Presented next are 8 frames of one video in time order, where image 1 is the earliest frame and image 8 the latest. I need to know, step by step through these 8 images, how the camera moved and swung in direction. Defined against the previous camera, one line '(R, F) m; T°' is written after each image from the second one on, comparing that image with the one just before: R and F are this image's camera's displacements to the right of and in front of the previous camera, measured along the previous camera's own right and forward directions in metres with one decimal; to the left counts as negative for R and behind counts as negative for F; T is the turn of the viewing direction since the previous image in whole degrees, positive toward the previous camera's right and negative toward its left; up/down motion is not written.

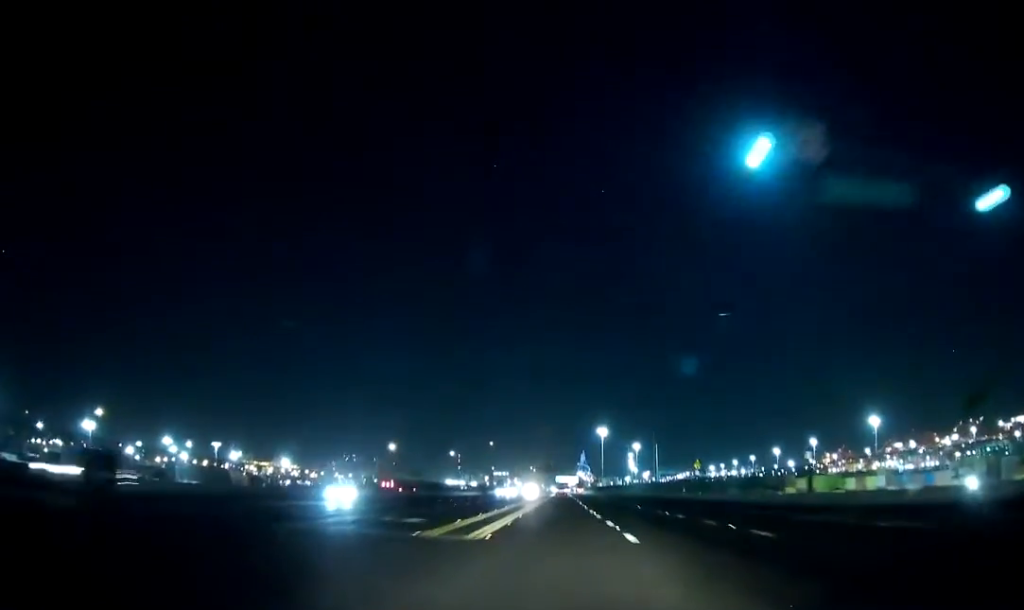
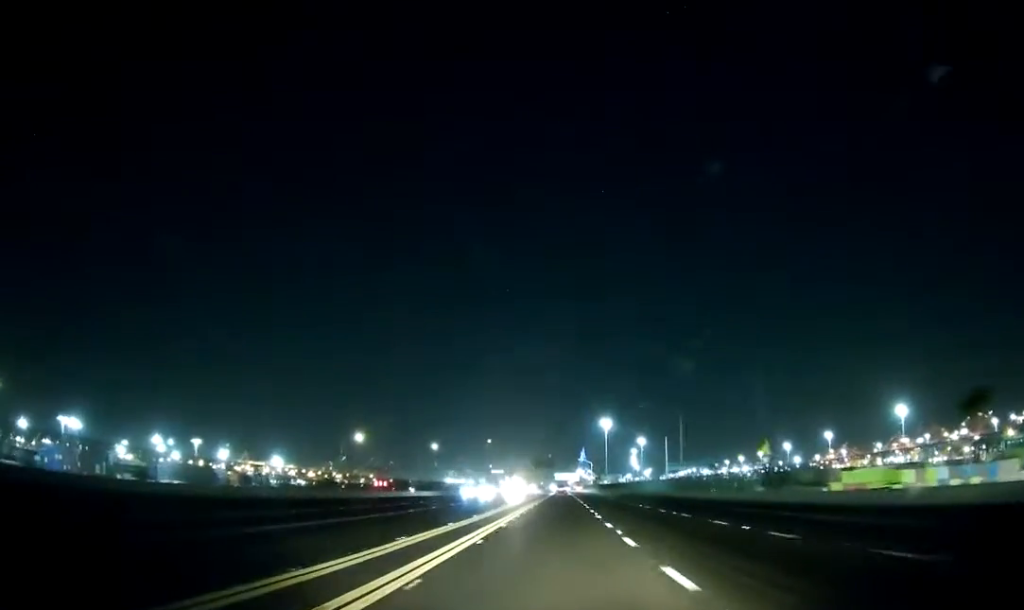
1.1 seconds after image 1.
(-0.1, +30.5) m; 0°
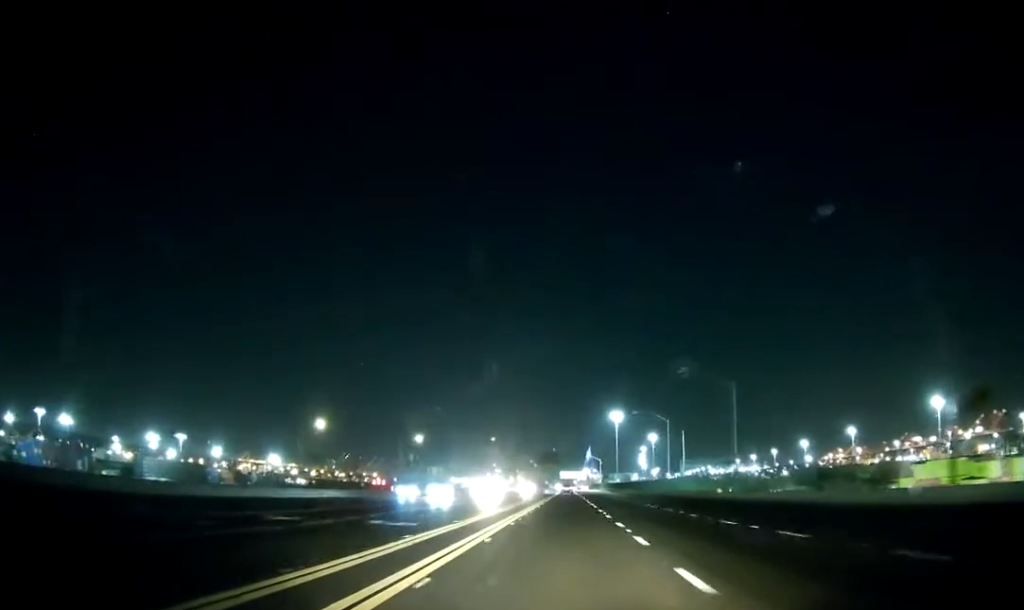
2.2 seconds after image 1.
(+0.3, +29.0) m; 0°
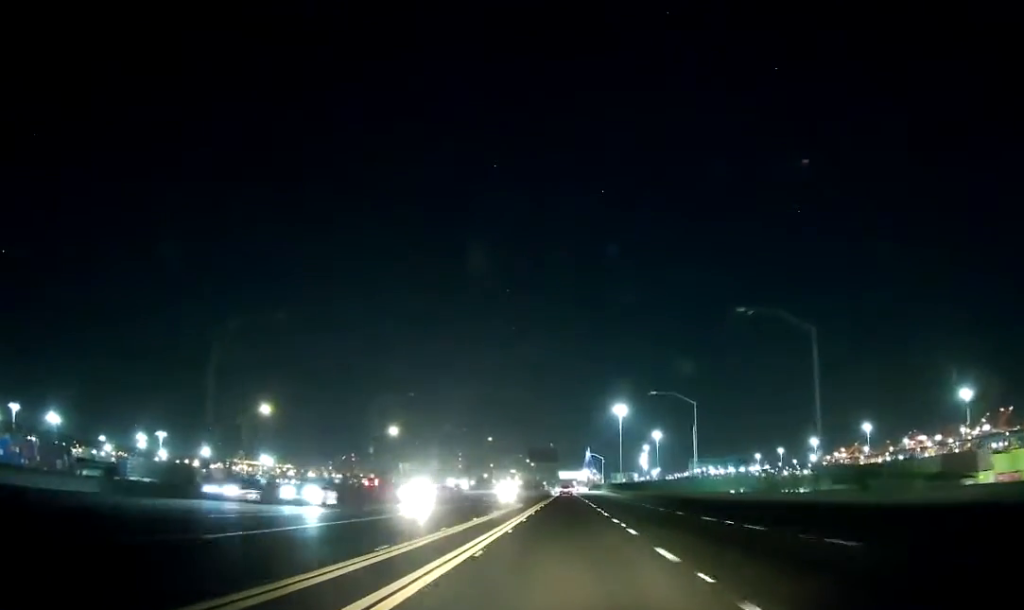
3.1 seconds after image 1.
(-0.4, +24.6) m; 0°
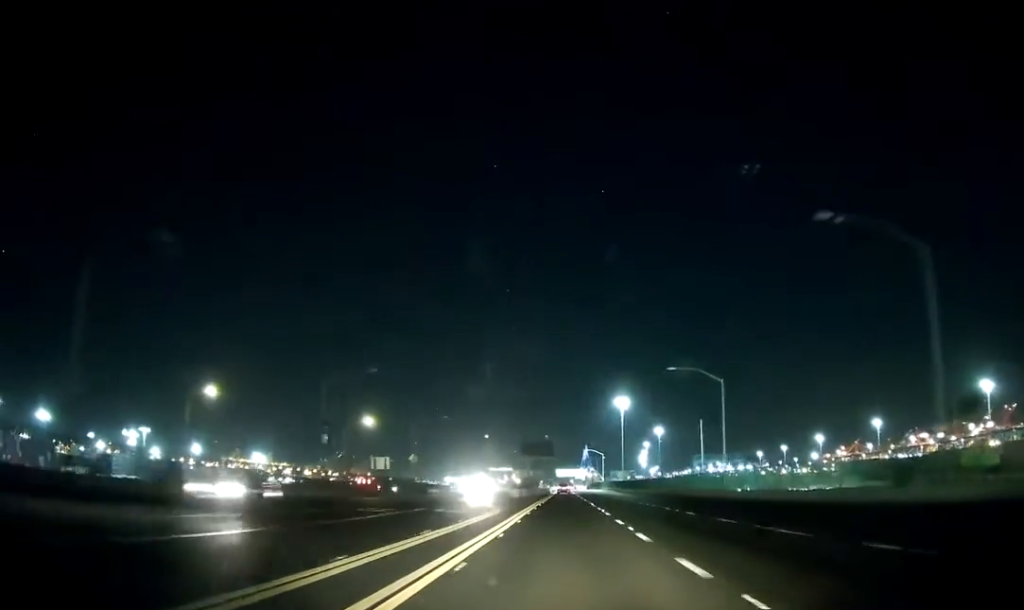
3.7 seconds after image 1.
(+0.1, +17.5) m; 0°
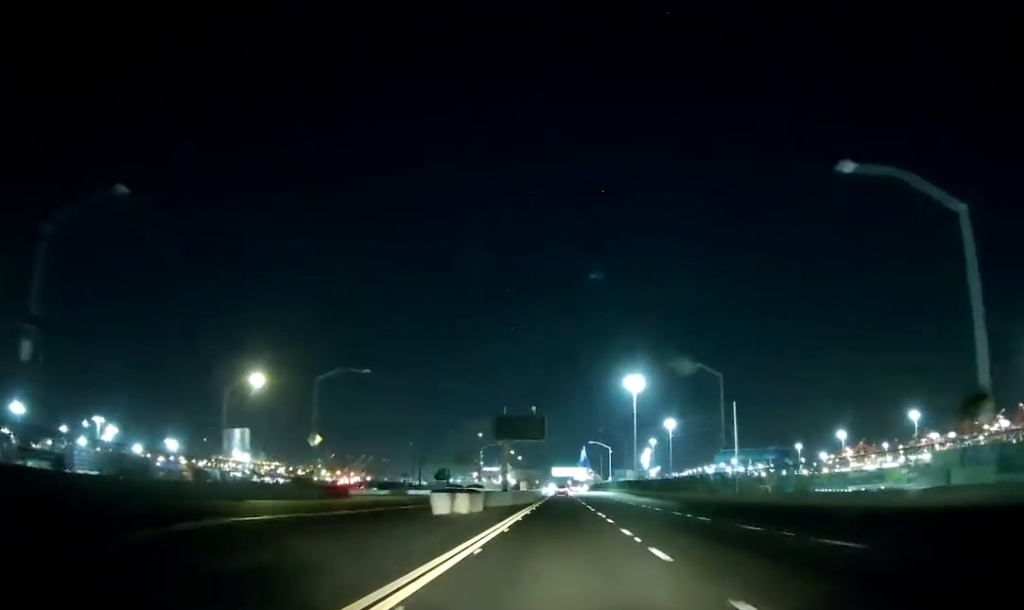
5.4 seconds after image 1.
(-0.2, +47.0) m; 0°
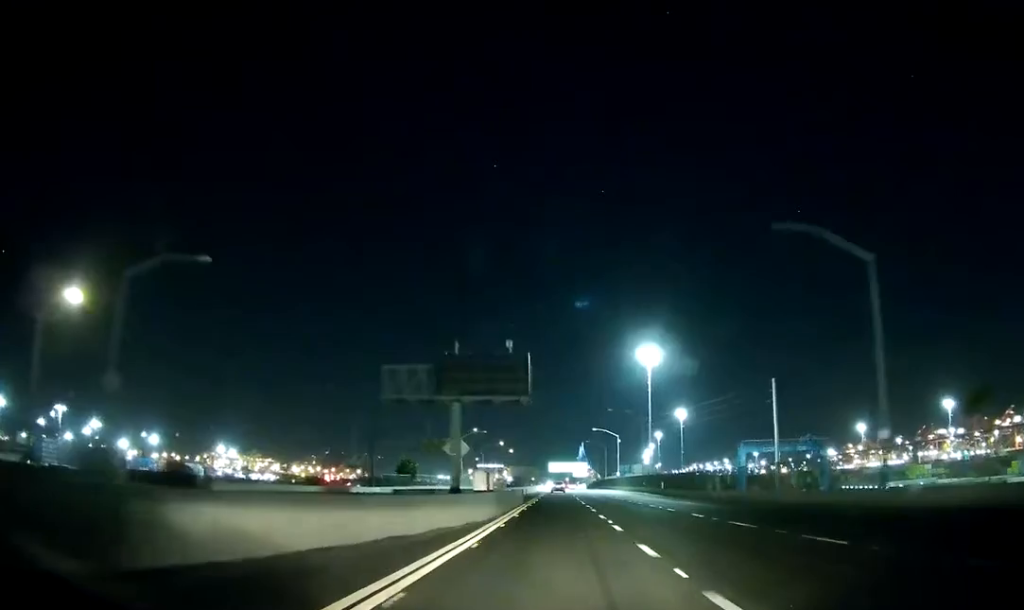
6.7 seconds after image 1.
(+0.5, +35.3) m; +1°
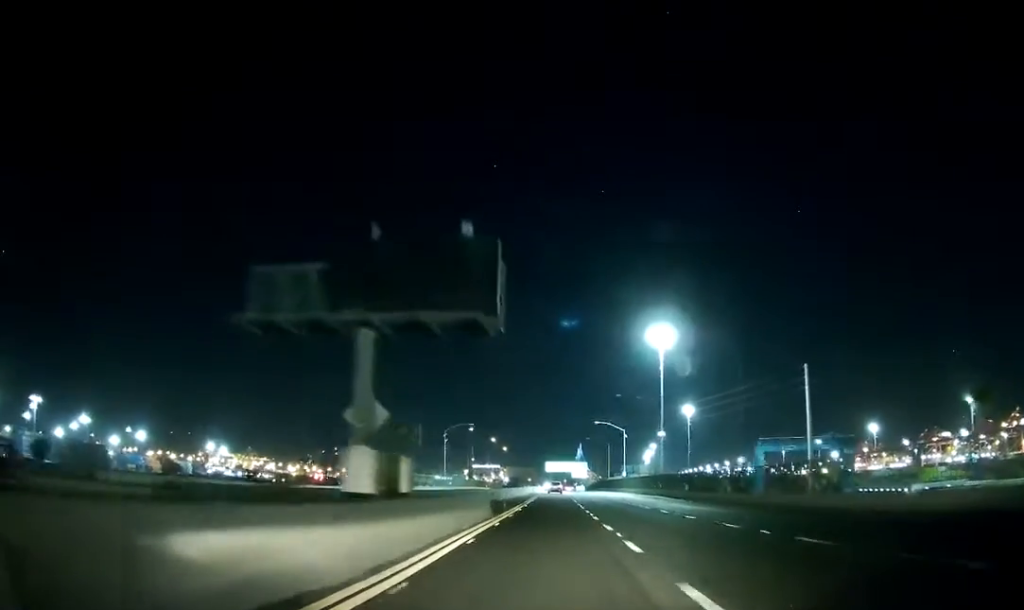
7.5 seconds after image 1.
(0.0, +21.3) m; 0°
